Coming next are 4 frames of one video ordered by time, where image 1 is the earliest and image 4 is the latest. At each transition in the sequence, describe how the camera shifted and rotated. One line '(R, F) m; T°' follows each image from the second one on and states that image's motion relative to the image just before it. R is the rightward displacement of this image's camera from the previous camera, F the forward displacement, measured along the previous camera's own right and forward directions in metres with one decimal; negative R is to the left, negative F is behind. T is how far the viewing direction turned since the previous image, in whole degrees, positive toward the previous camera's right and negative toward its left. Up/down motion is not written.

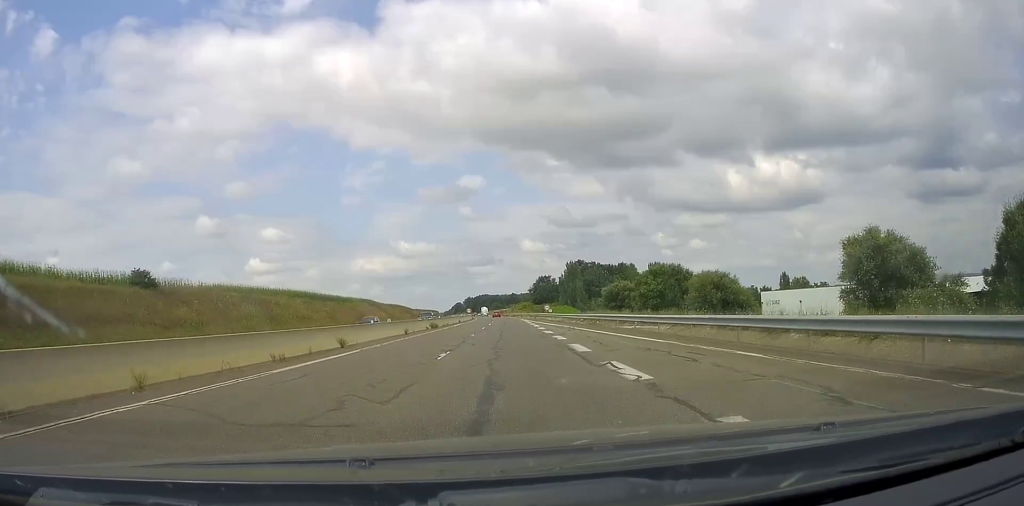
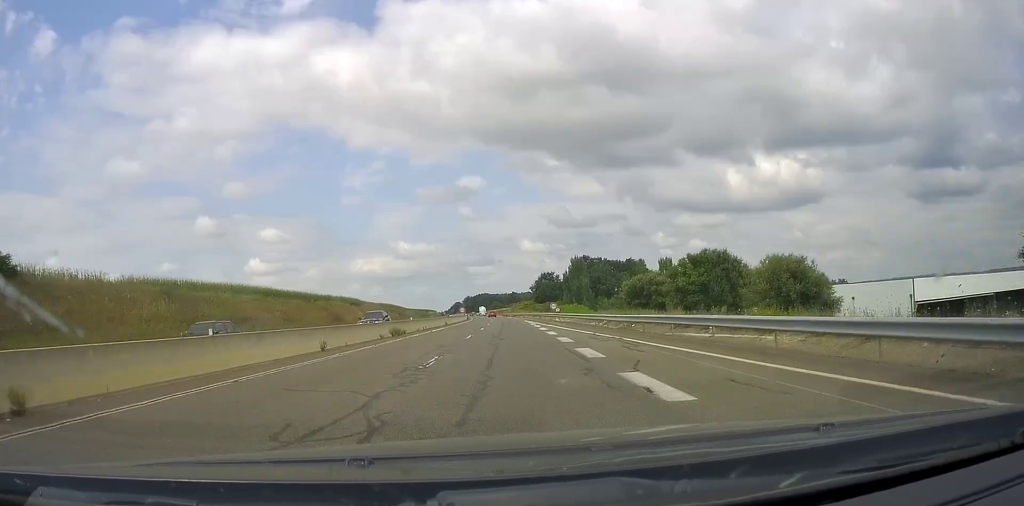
(+0.1, +16.4) m; 0°
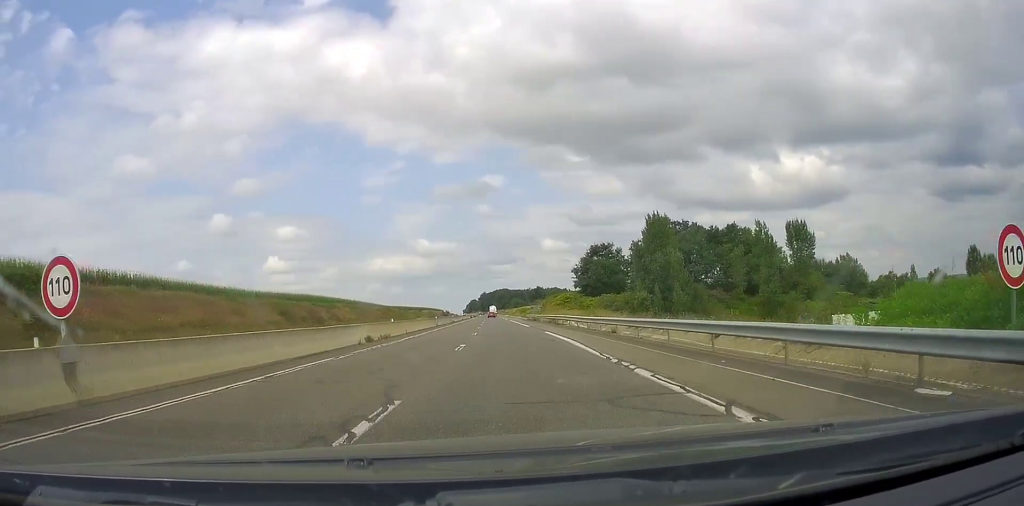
(-1.4, +88.8) m; -2°
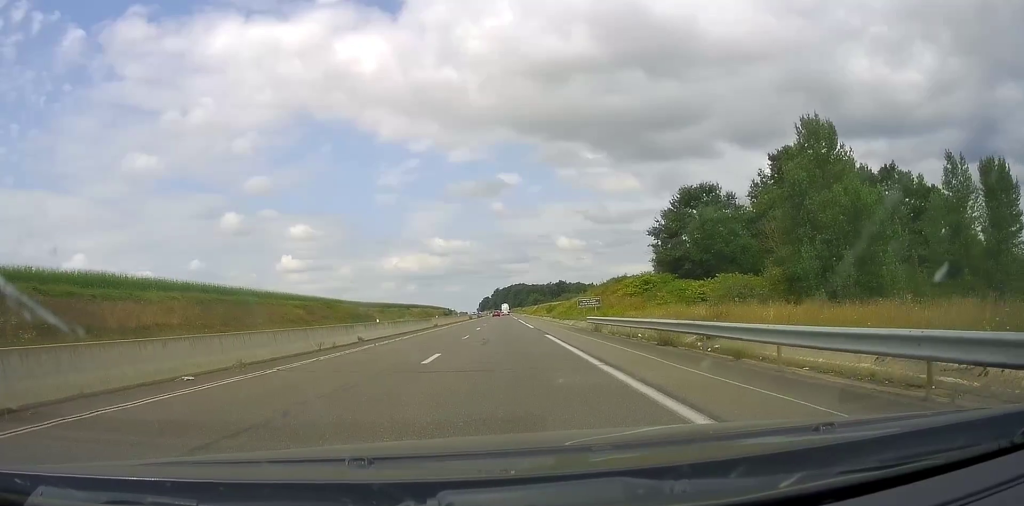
(-0.7, +55.7) m; -1°
